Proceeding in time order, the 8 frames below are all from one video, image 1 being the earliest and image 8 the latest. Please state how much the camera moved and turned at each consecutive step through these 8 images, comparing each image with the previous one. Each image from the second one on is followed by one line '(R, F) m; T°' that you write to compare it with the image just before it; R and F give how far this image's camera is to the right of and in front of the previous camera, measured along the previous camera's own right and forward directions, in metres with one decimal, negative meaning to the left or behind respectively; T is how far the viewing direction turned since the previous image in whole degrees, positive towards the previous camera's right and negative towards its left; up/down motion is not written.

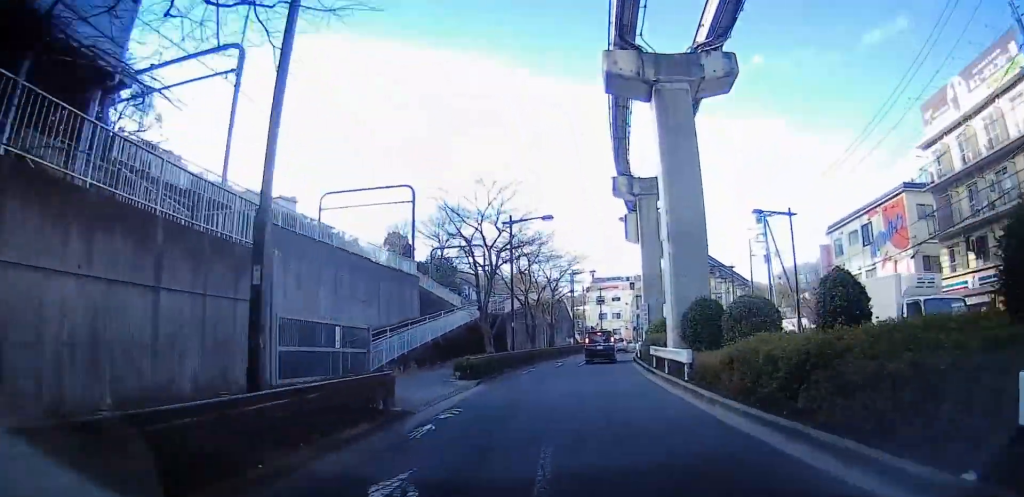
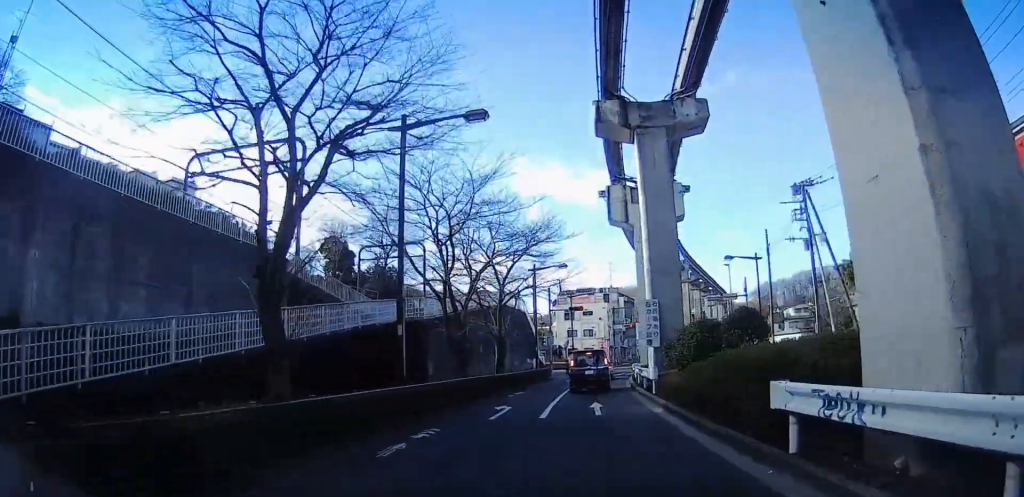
(0.0, +21.2) m; 0°
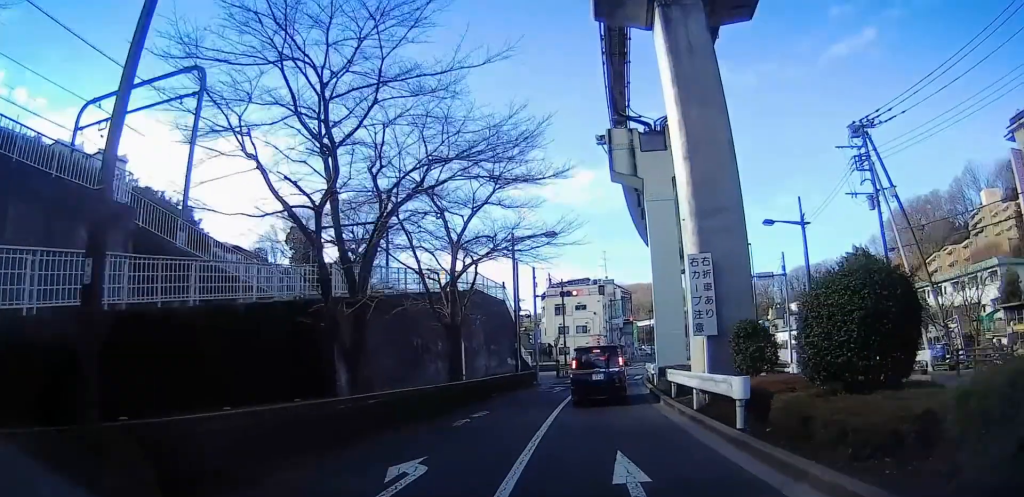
(0.0, +16.6) m; 0°
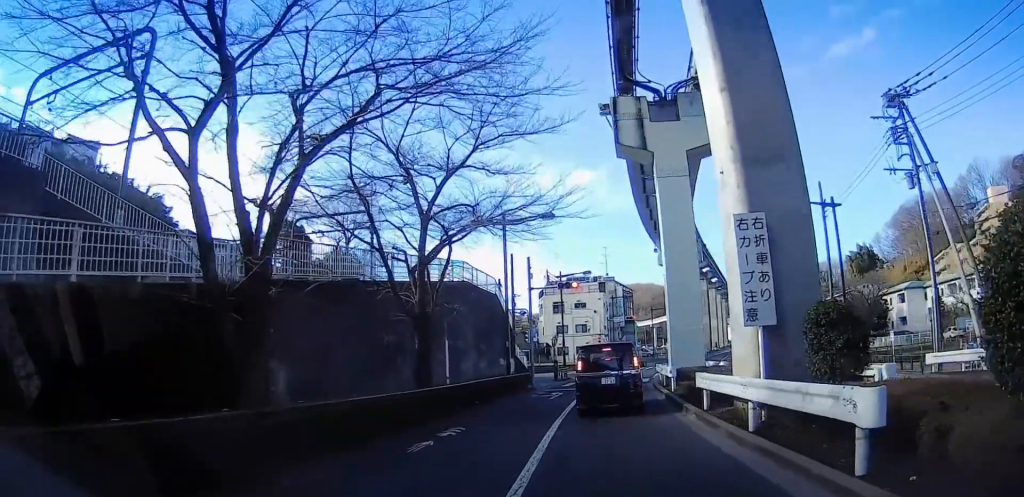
(0.0, +7.9) m; 0°
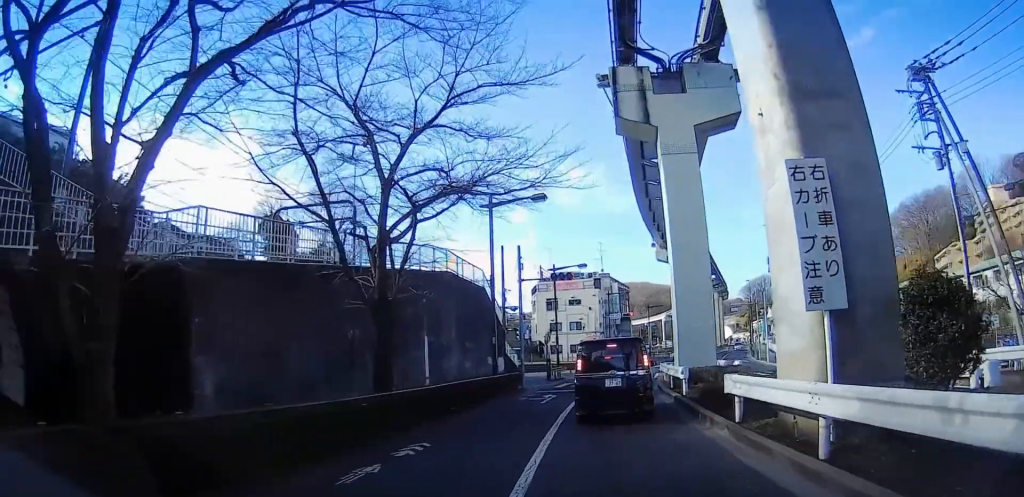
(0.0, +6.8) m; 0°
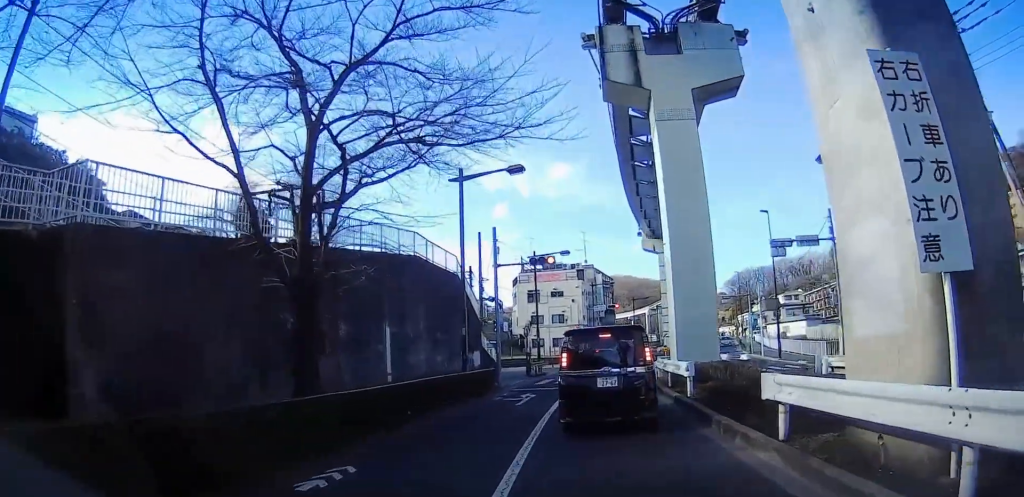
(0.0, +7.6) m; 0°
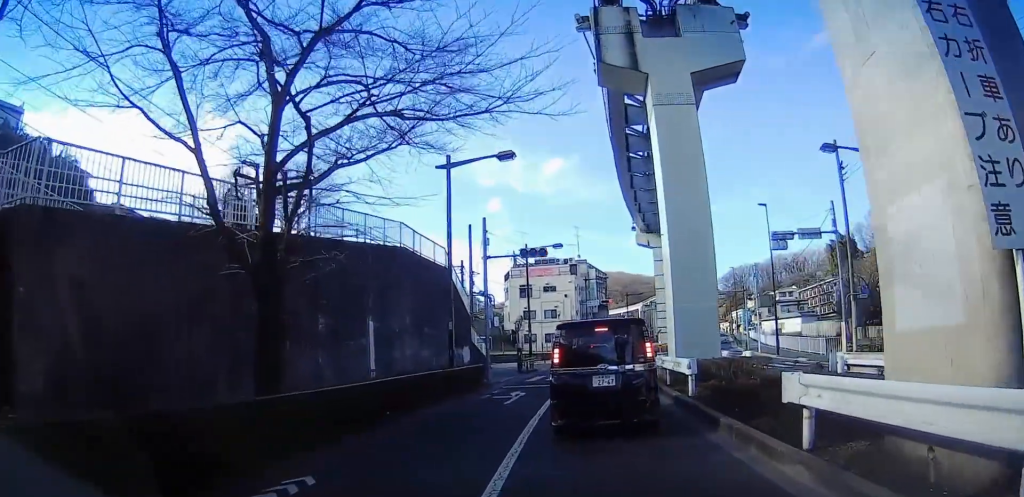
(0.0, +2.4) m; 0°
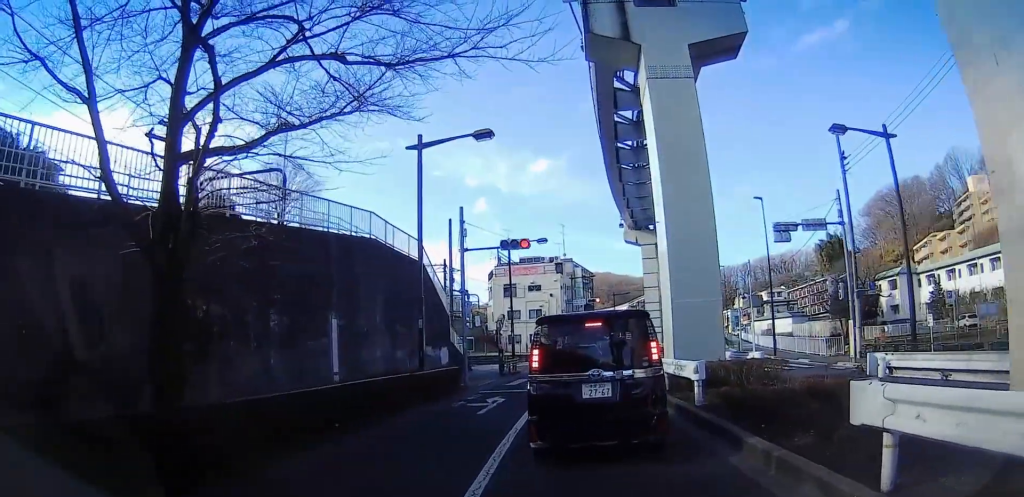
(0.0, +5.3) m; 0°
